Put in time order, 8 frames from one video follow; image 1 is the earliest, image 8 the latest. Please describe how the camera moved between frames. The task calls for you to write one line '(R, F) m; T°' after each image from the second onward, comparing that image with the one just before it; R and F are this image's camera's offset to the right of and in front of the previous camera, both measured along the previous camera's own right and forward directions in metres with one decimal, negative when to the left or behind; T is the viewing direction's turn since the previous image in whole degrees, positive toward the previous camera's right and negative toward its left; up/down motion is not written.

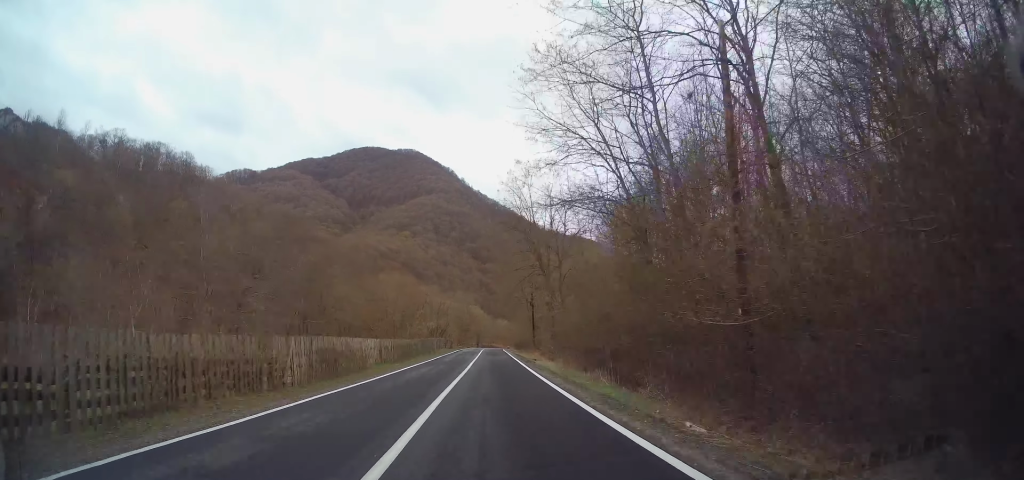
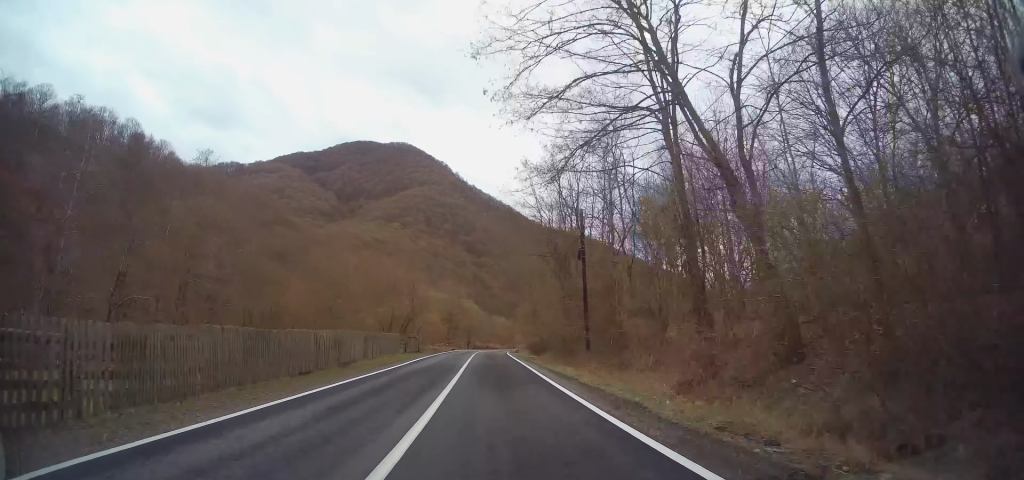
(+0.1, +33.4) m; 0°
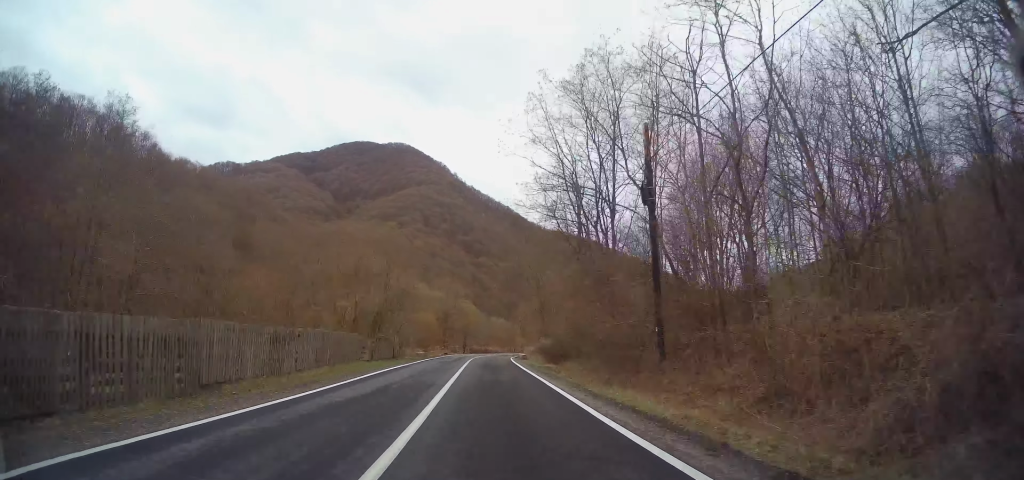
(0.0, +11.4) m; 0°
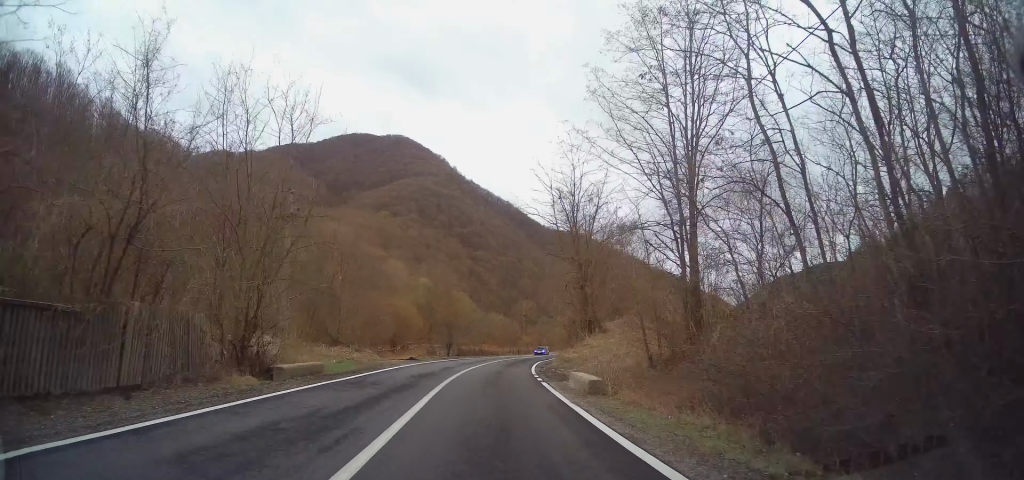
(-0.1, +25.6) m; +1°
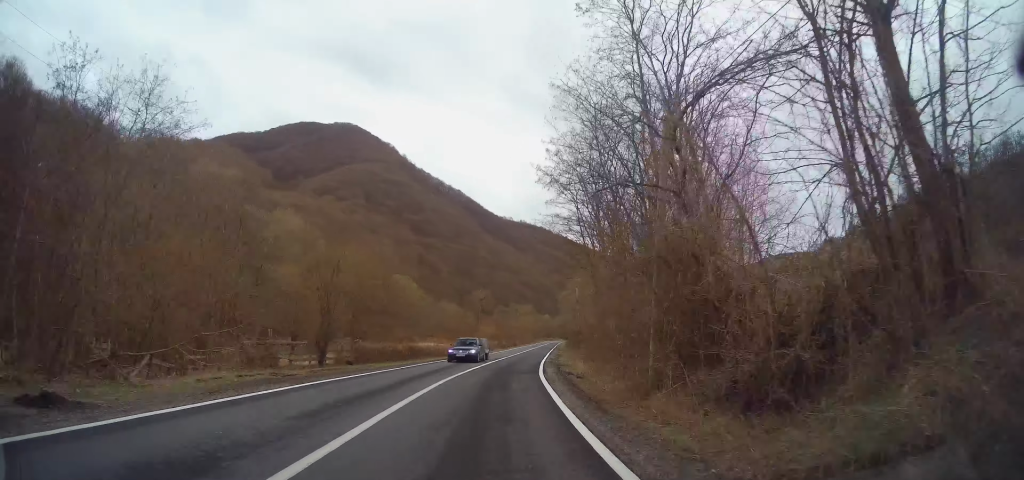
(+1.0, +28.5) m; +3°
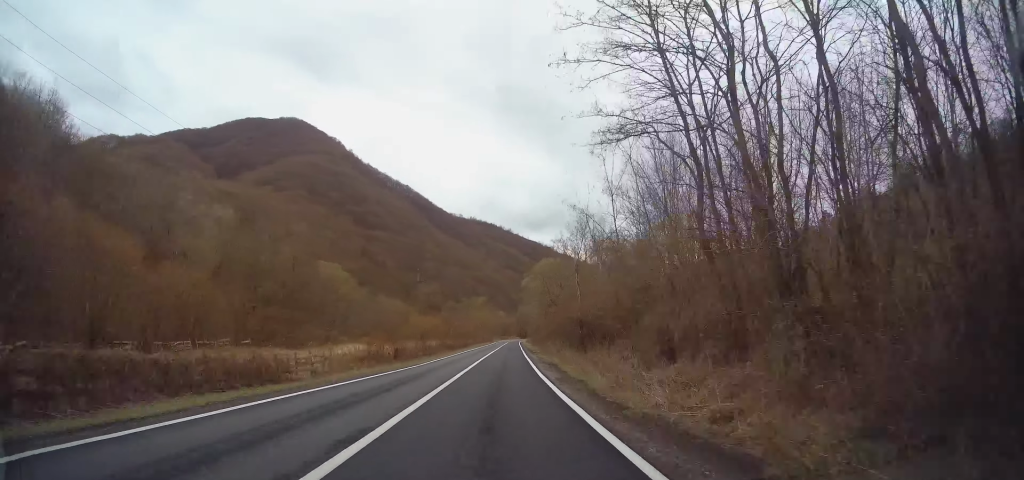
(+0.3, +26.6) m; +4°
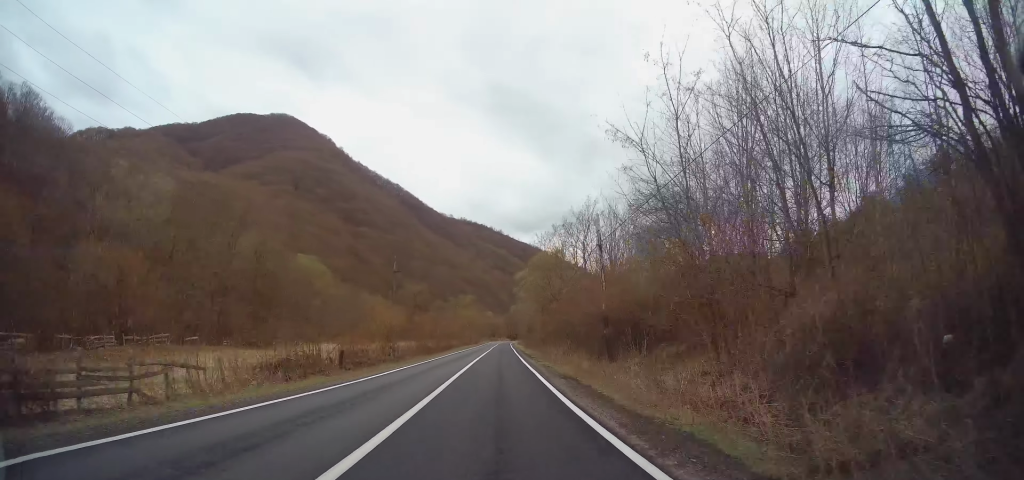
(+0.5, +10.0) m; +2°
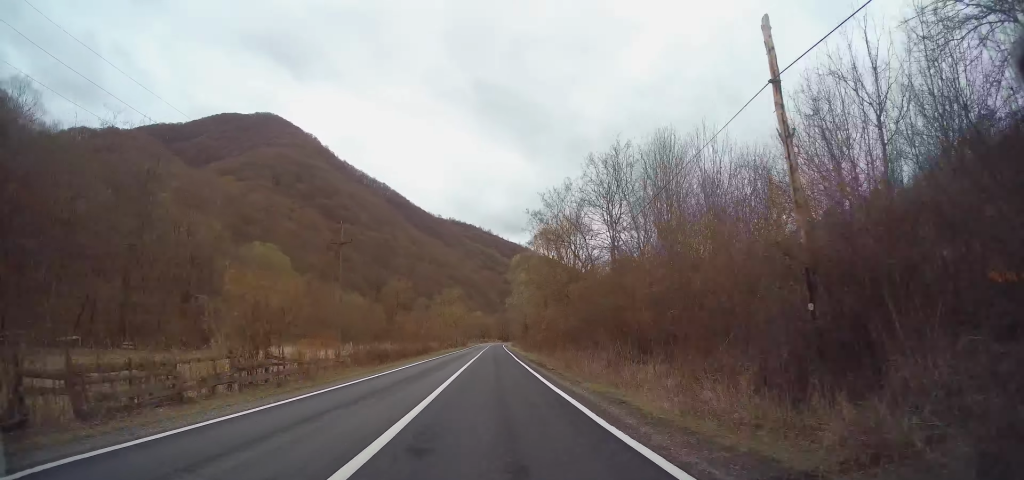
(+0.5, +16.9) m; +2°
